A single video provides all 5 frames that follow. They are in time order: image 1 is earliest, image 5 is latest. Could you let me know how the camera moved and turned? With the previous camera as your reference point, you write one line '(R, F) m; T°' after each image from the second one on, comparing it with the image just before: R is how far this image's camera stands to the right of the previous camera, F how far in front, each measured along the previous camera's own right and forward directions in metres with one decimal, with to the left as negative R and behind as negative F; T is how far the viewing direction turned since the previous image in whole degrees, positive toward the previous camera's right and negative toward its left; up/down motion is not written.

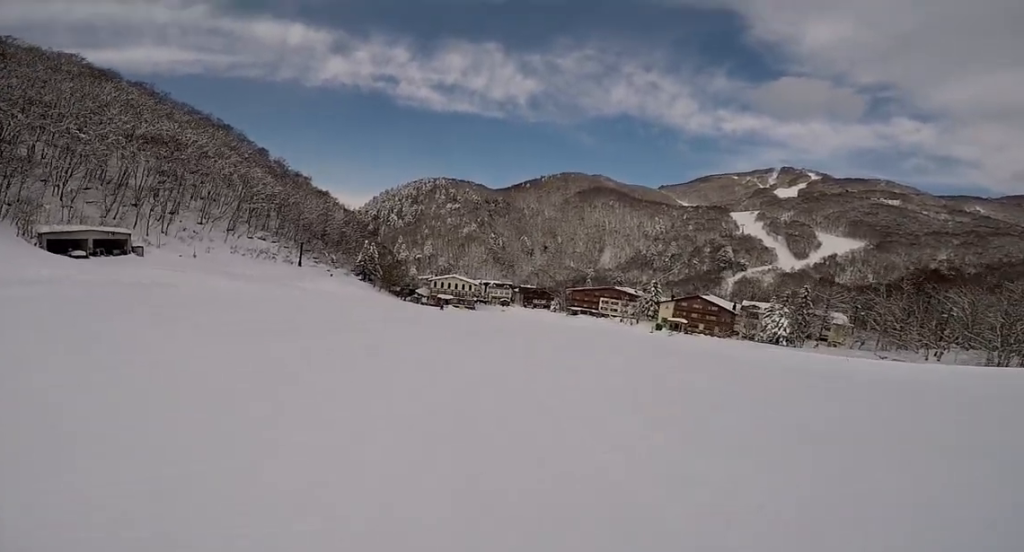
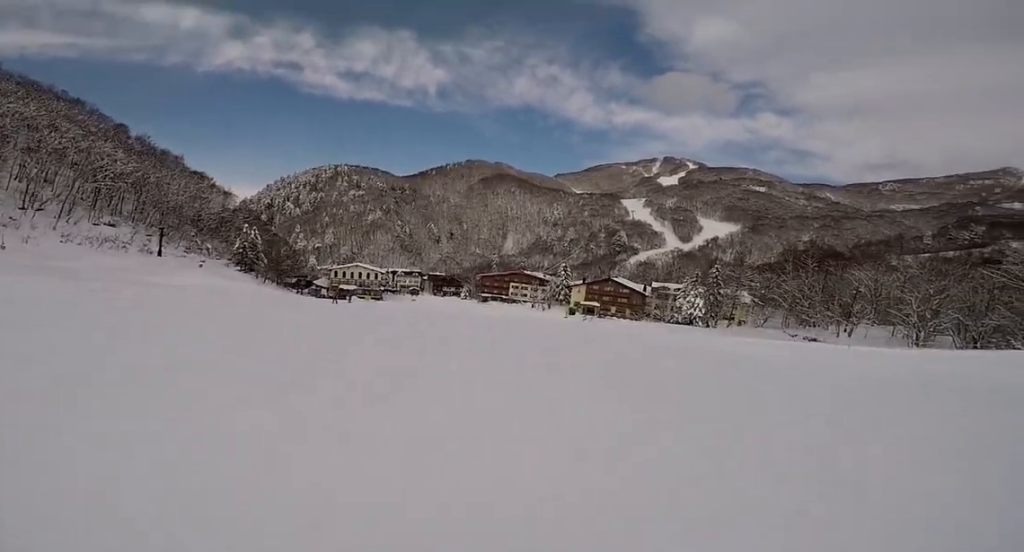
(+0.4, +11.8) m; +2°
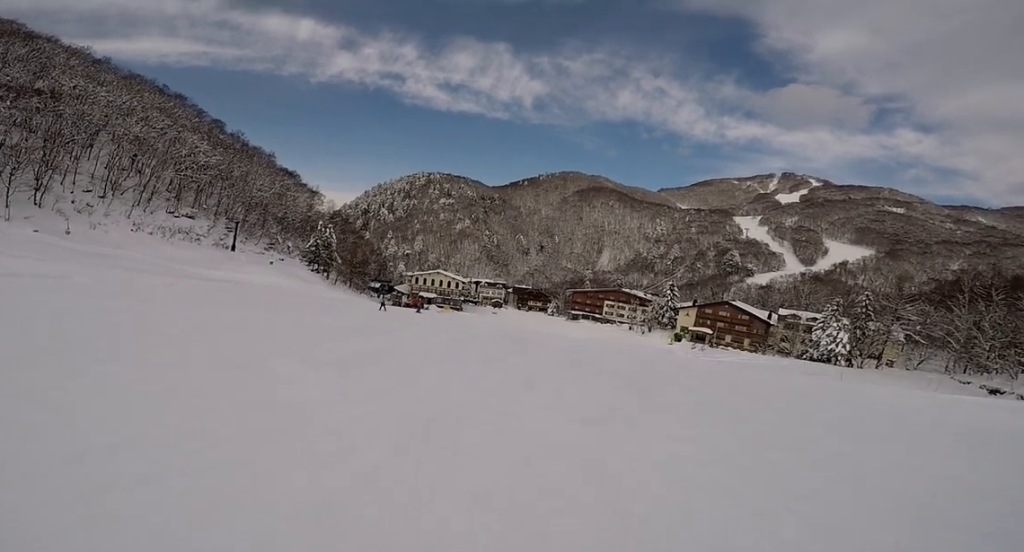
(-0.4, +10.4) m; -7°
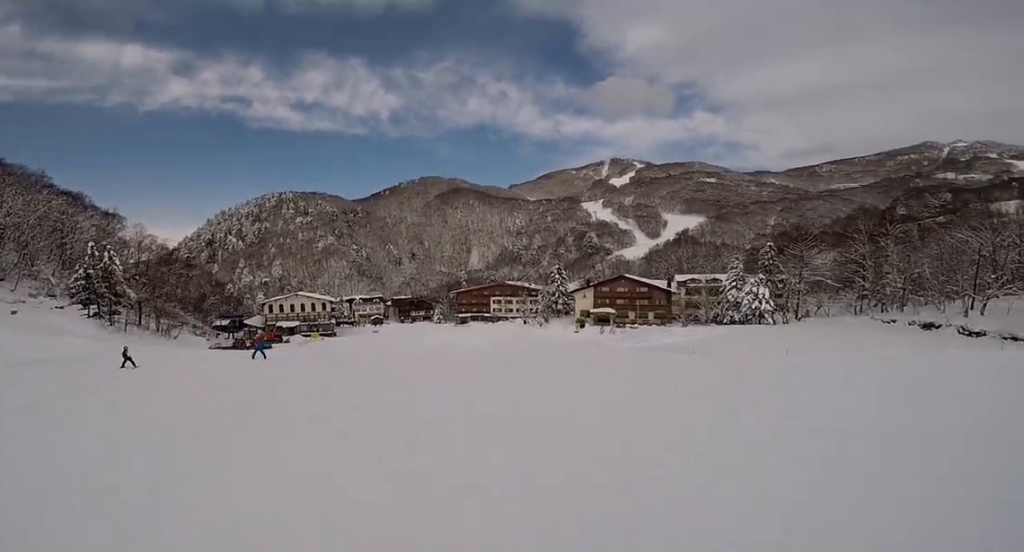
(+0.7, +21.3) m; +7°
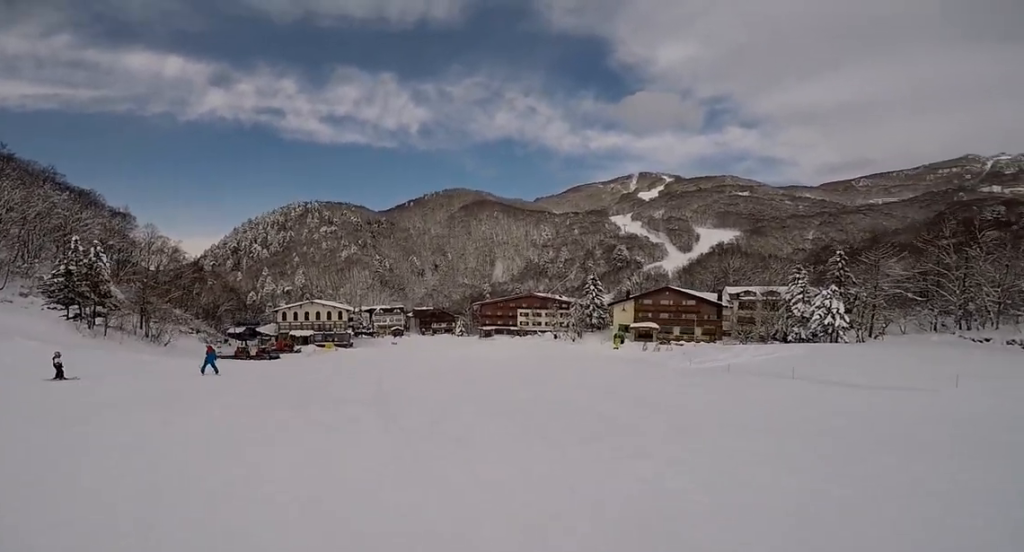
(0.0, +8.9) m; -7°
